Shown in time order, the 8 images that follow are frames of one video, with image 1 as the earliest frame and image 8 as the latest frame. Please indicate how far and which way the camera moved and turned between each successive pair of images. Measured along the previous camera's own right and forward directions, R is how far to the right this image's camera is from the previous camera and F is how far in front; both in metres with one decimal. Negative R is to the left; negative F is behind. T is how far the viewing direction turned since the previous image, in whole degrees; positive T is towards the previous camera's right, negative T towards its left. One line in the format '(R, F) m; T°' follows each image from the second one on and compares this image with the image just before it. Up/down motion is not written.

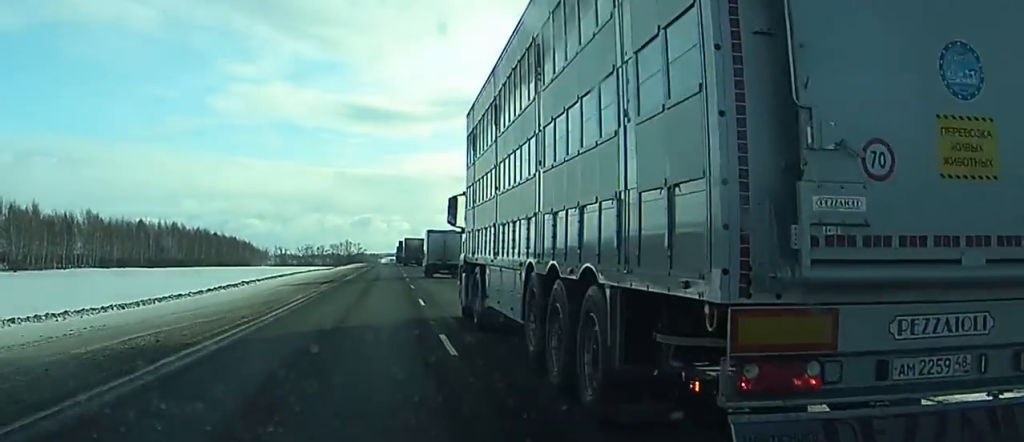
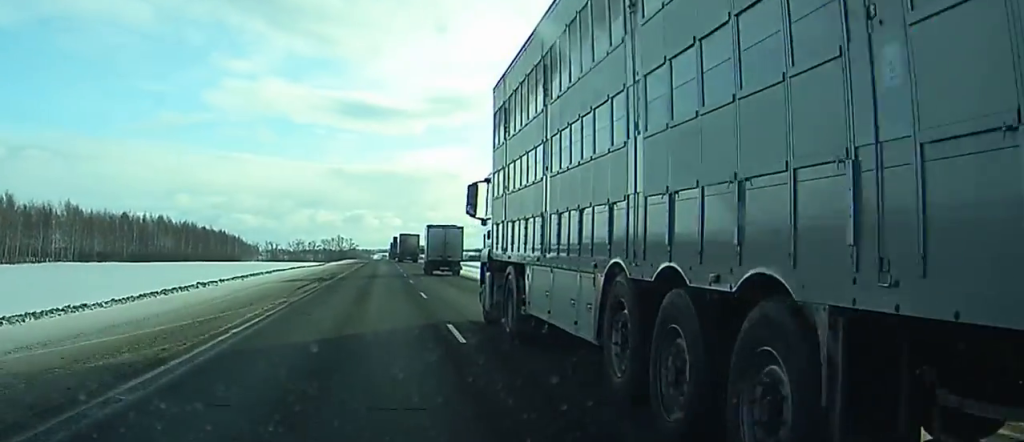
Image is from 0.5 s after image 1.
(0.0, +10.4) m; 0°
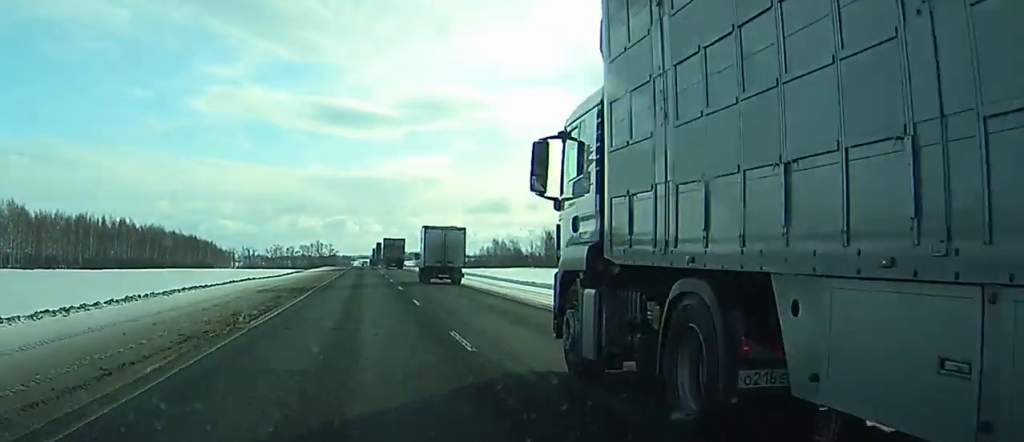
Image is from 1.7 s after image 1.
(+0.2, +24.1) m; +1°
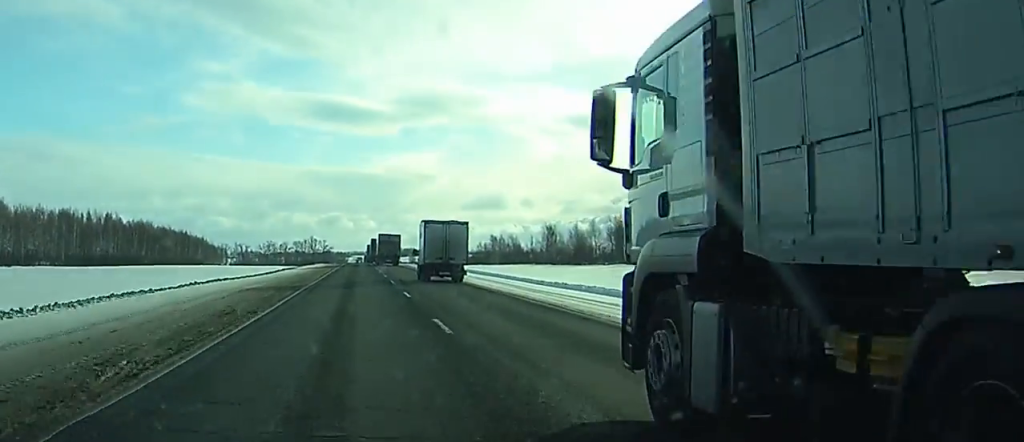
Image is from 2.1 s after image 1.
(+0.1, +9.4) m; 0°
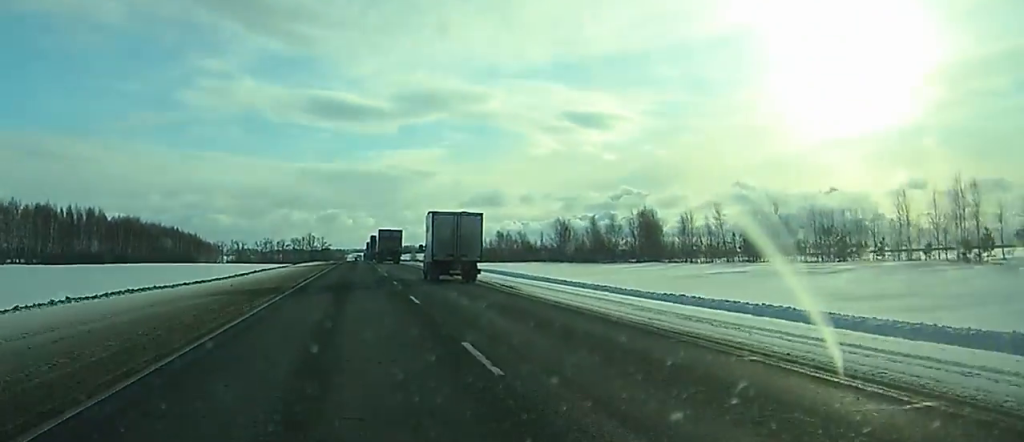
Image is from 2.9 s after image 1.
(+0.1, +16.9) m; 0°
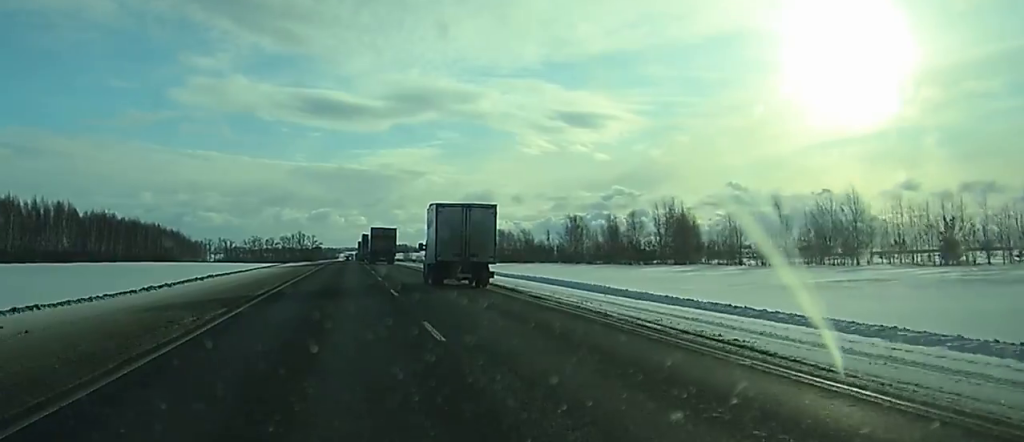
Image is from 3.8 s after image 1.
(0.0, +21.0) m; 0°
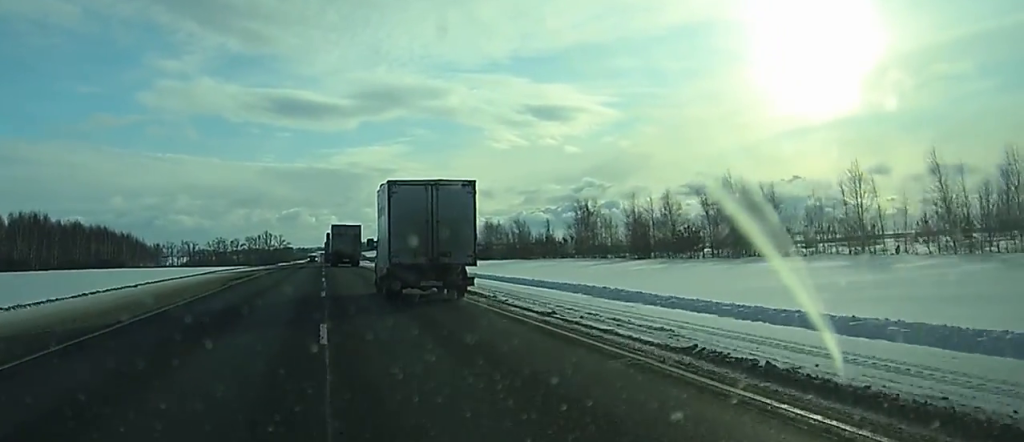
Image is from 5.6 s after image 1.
(+0.3, +38.3) m; +1°
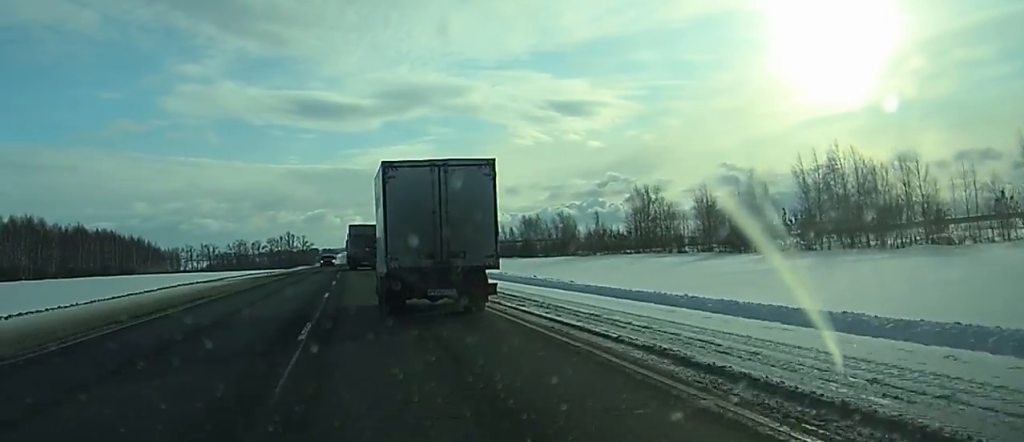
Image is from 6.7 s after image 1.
(+0.1, +24.0) m; 0°
